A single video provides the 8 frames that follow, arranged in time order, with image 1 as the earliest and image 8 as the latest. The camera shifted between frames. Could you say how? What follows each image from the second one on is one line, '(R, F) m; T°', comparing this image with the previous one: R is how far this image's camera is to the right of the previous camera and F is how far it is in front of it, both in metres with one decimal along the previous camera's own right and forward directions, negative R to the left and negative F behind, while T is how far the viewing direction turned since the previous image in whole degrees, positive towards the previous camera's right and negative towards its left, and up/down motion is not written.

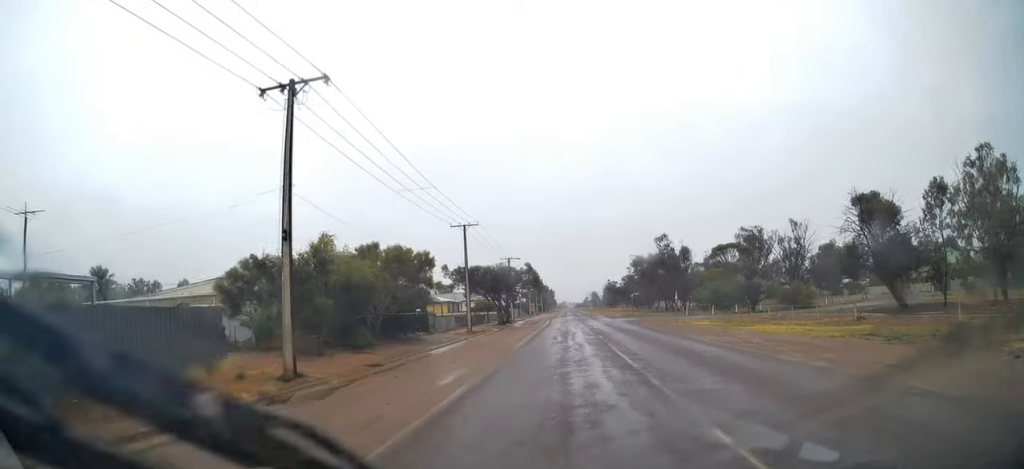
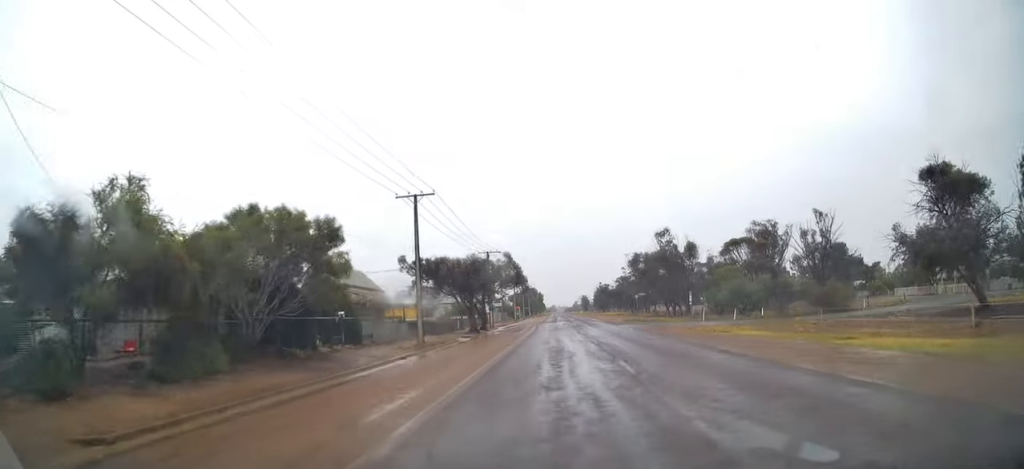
(0.0, +12.2) m; +2°
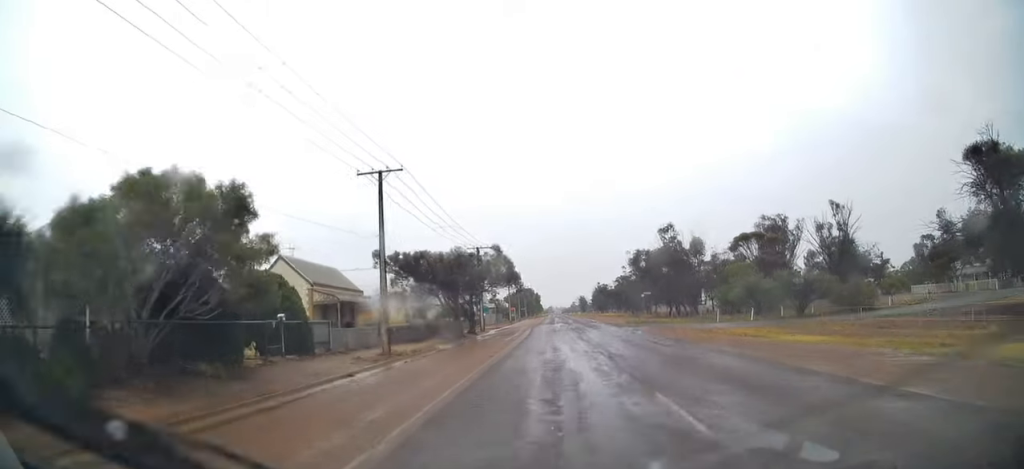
(+0.1, +5.4) m; +1°
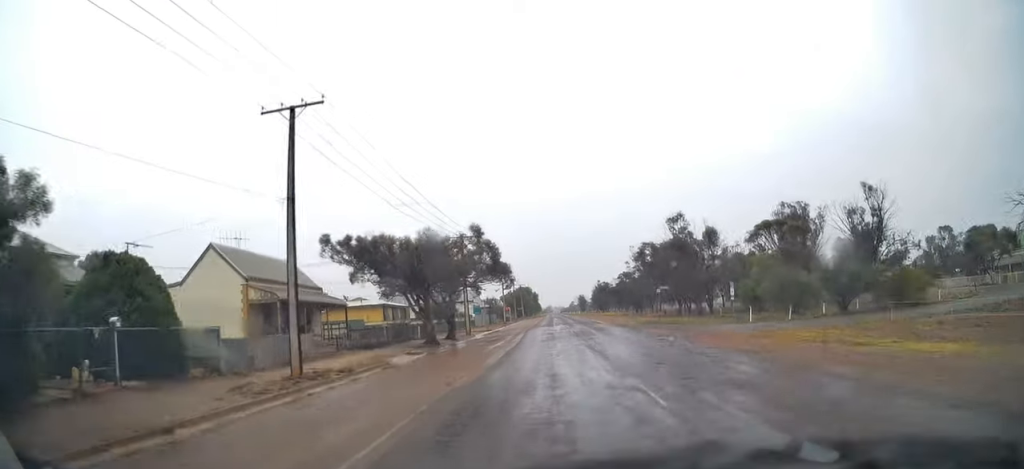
(+0.1, +9.0) m; 0°
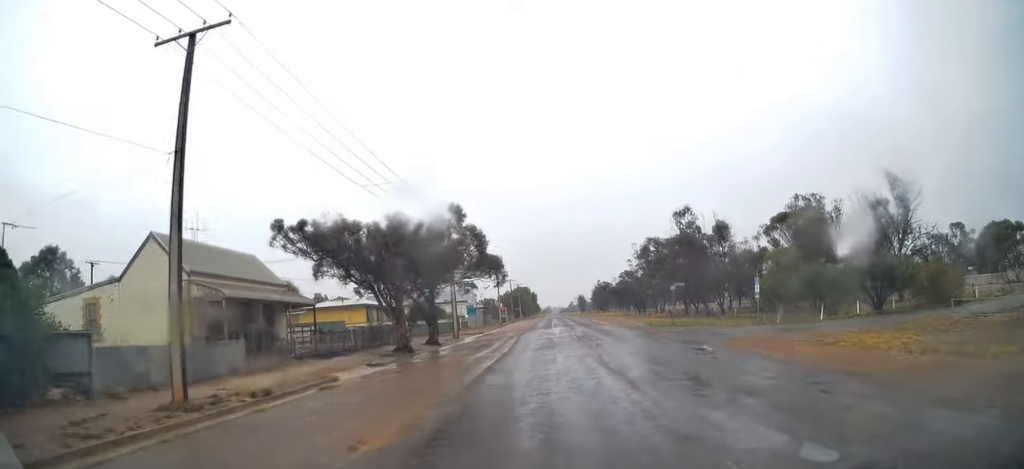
(0.0, +5.5) m; 0°
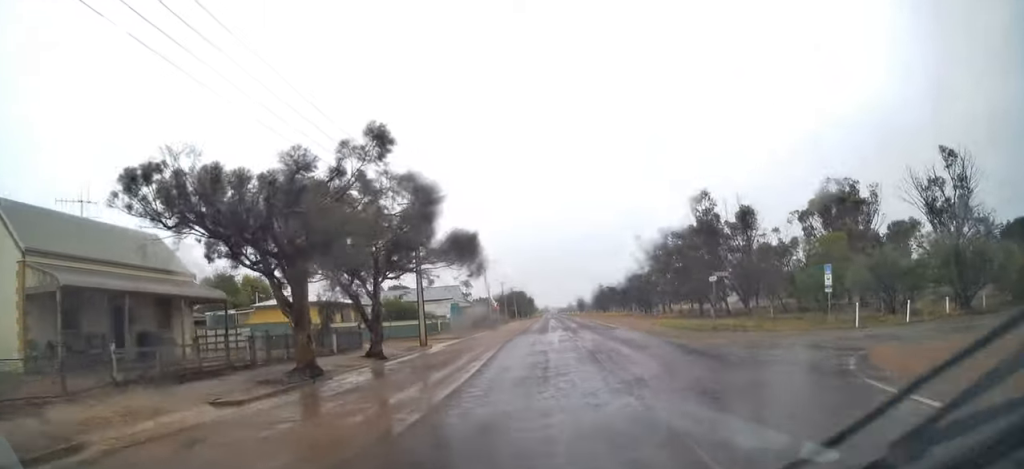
(-0.2, +10.0) m; -1°
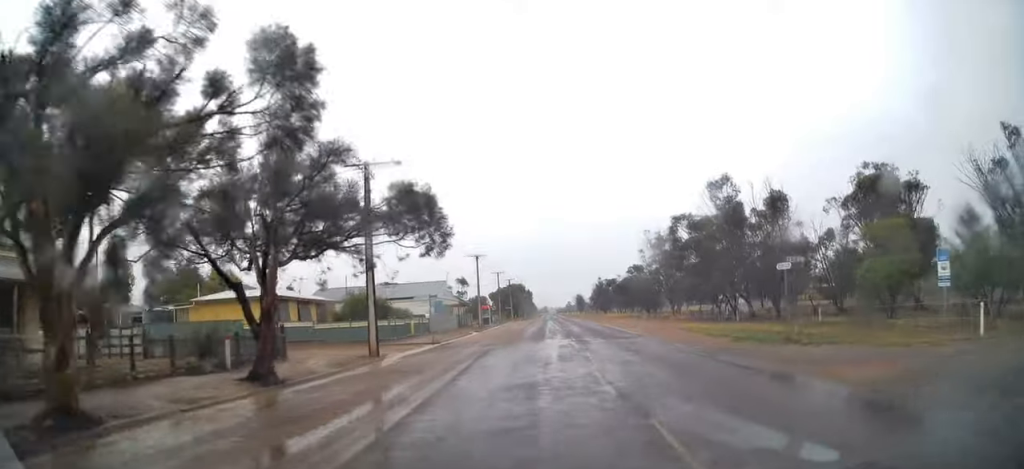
(0.0, +8.5) m; +1°
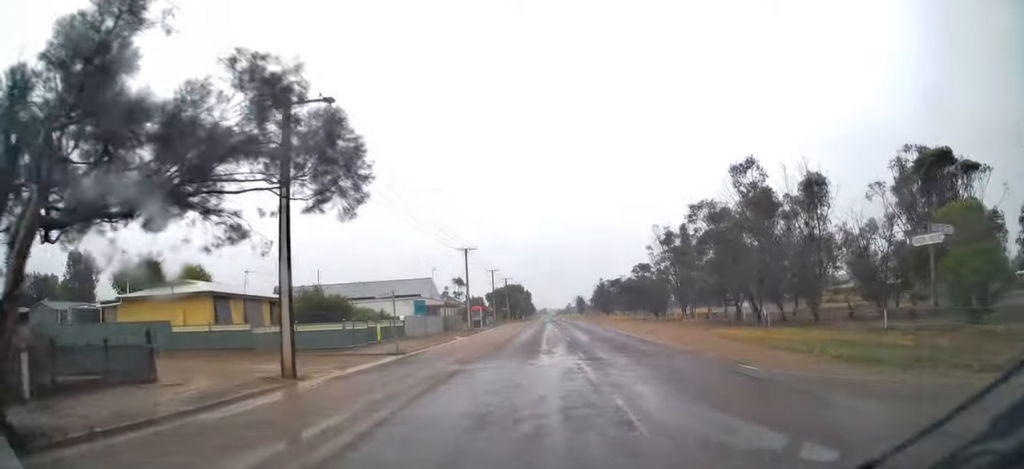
(0.0, +8.0) m; 0°
